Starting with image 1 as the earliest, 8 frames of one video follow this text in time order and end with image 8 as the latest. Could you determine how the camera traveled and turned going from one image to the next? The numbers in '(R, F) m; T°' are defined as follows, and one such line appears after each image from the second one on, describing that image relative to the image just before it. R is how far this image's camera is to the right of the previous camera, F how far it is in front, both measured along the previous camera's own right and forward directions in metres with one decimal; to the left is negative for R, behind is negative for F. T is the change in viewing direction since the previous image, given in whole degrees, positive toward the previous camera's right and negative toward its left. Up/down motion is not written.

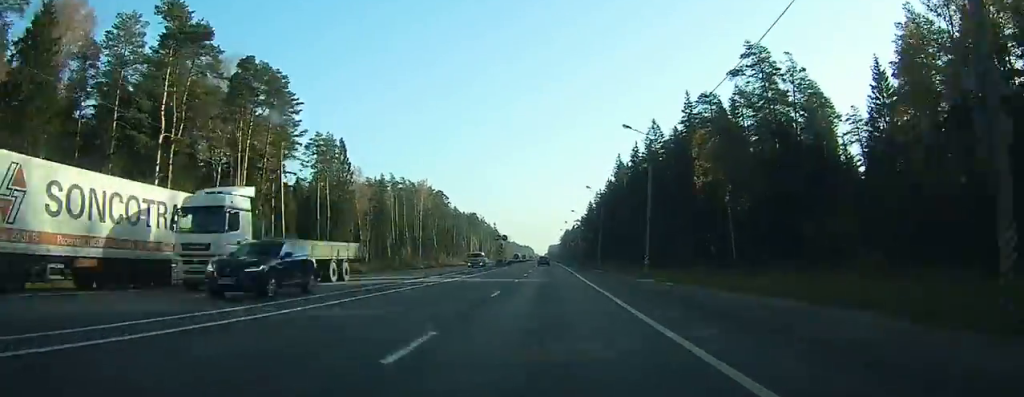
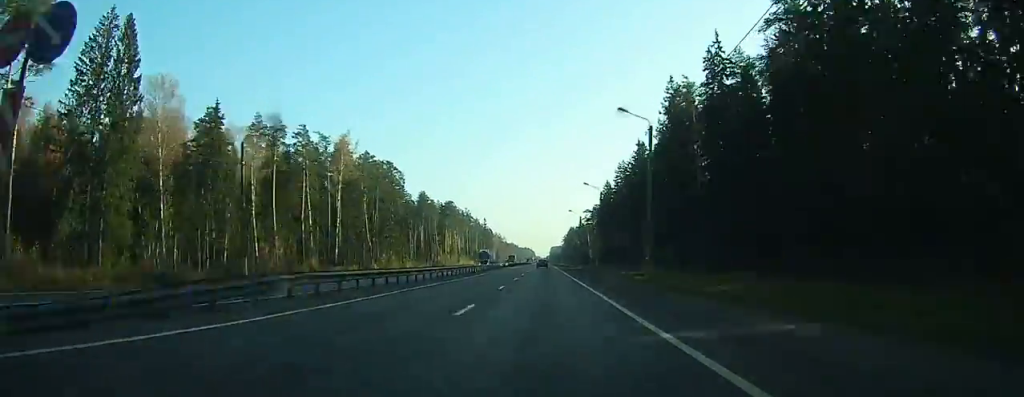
(0.0, +77.1) m; 0°
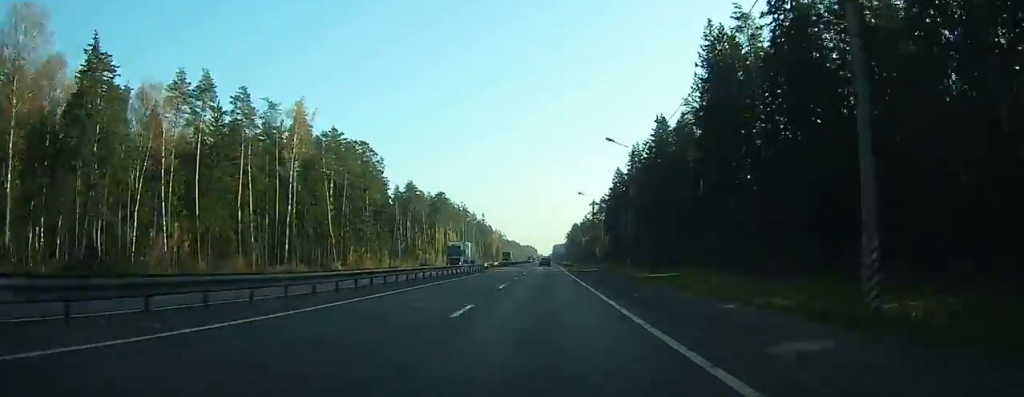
(0.0, +23.9) m; 0°
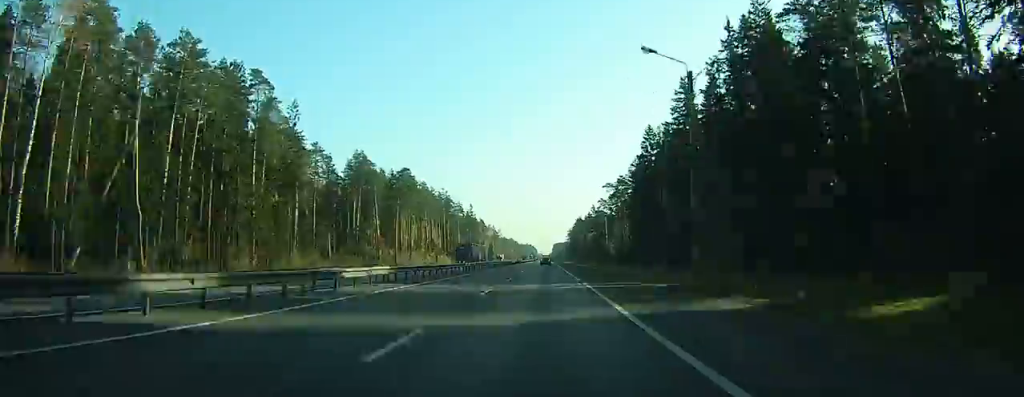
(0.0, +53.7) m; 0°
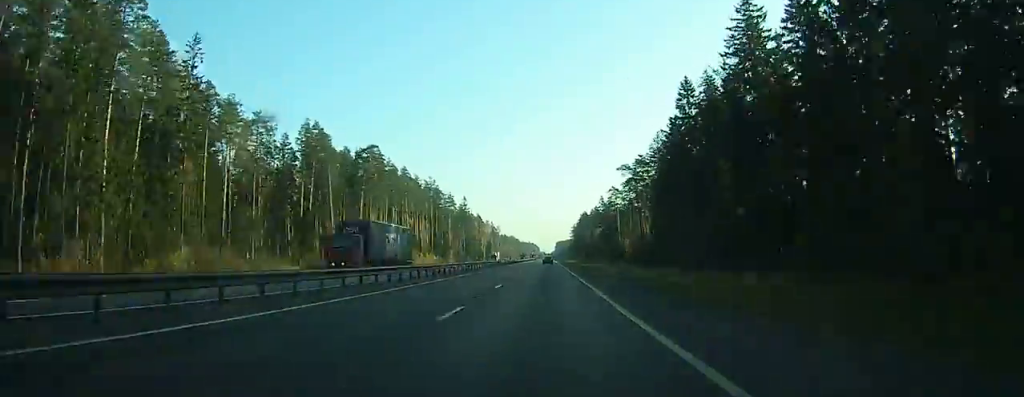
(-0.1, +31.5) m; 0°
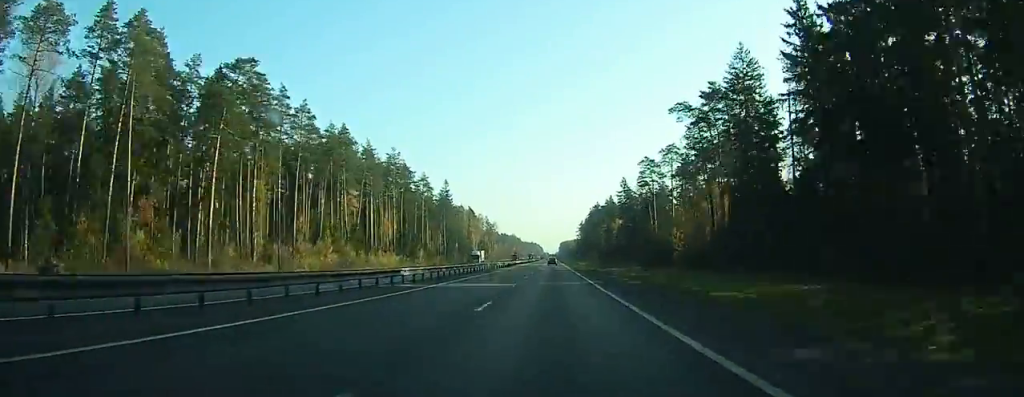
(-0.3, +57.8) m; 0°
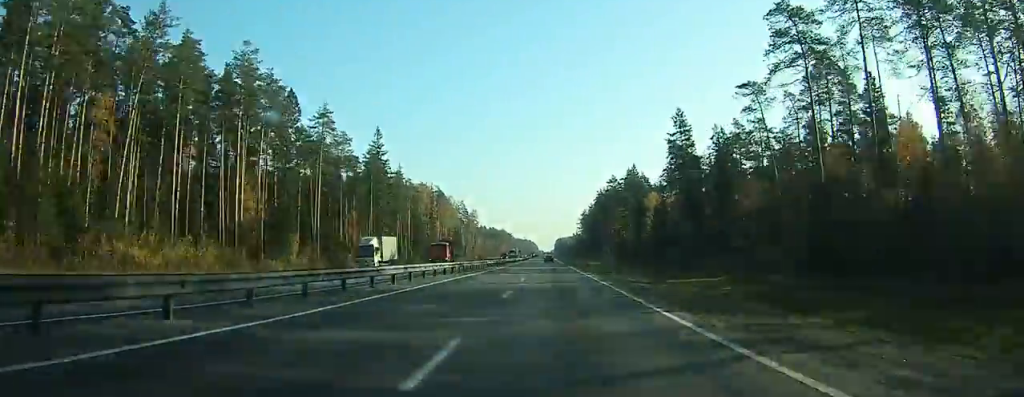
(+0.1, +80.9) m; 0°
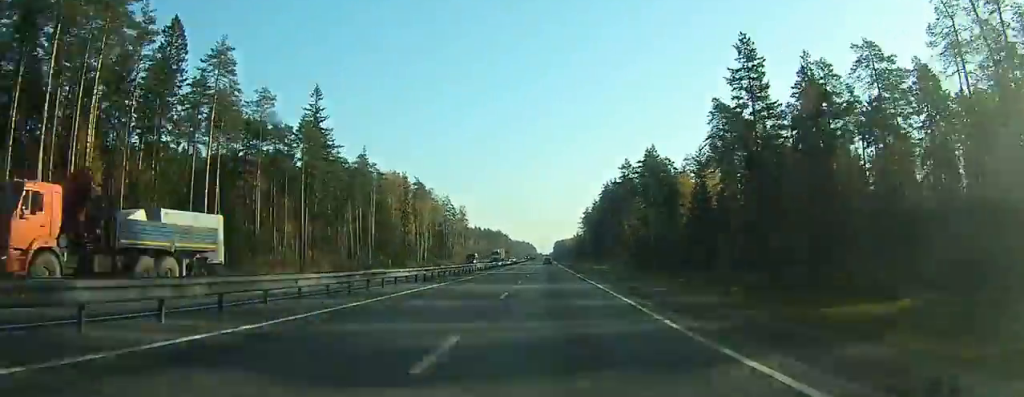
(0.0, +35.2) m; 0°
